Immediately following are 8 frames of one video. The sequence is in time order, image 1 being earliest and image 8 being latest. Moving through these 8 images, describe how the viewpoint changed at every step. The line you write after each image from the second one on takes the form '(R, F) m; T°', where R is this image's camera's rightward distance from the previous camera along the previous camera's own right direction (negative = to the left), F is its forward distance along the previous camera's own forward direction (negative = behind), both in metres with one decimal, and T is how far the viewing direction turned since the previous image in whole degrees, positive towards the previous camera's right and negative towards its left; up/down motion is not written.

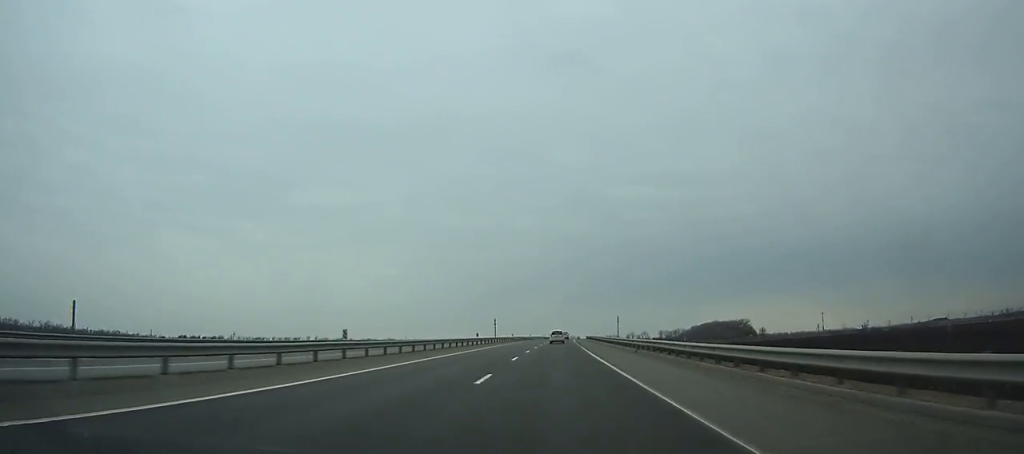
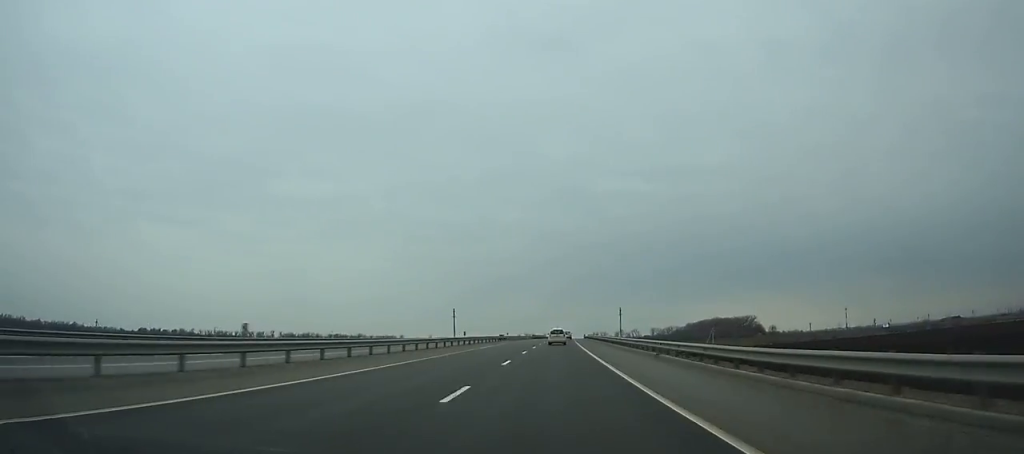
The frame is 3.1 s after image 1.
(+1.1, +86.3) m; +1°
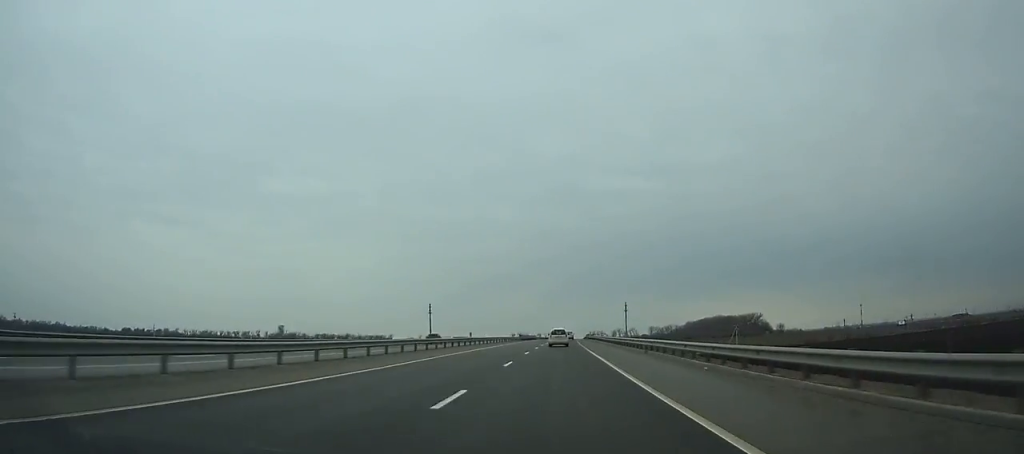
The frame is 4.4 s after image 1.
(+0.2, +36.1) m; 0°
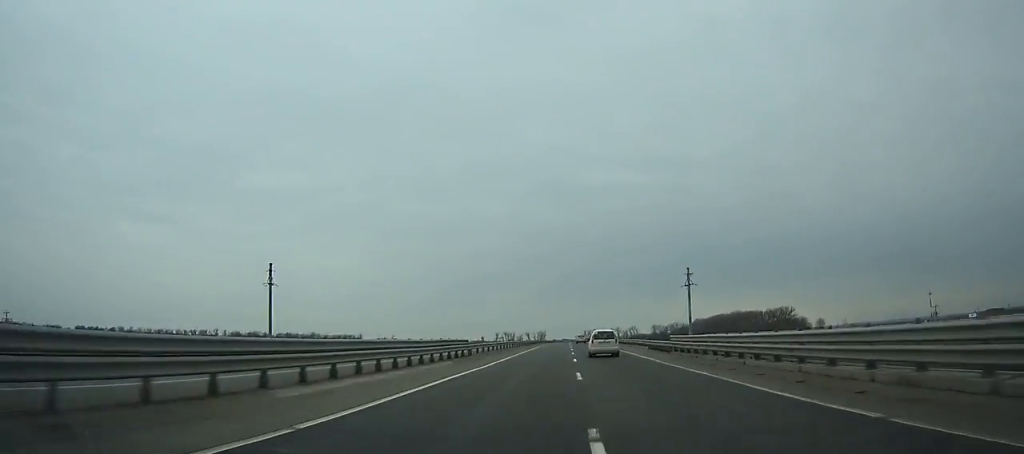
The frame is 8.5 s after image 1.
(+1.5, +114.2) m; +2°
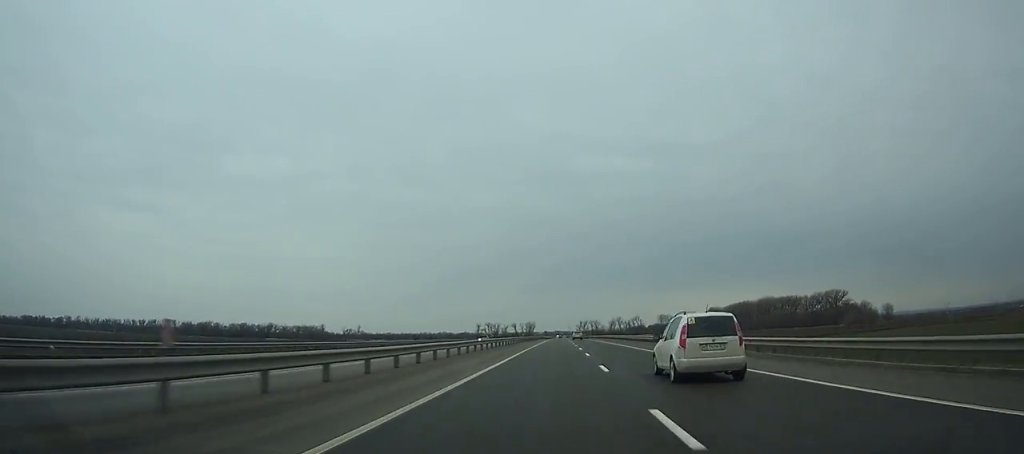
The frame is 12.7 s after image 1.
(+1.5, +118.7) m; +1°
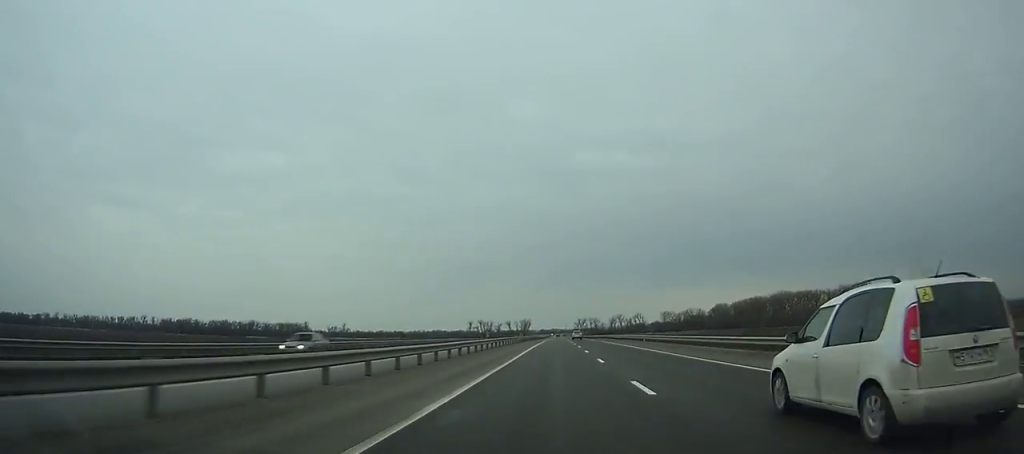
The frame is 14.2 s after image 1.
(-0.1, +42.8) m; 0°
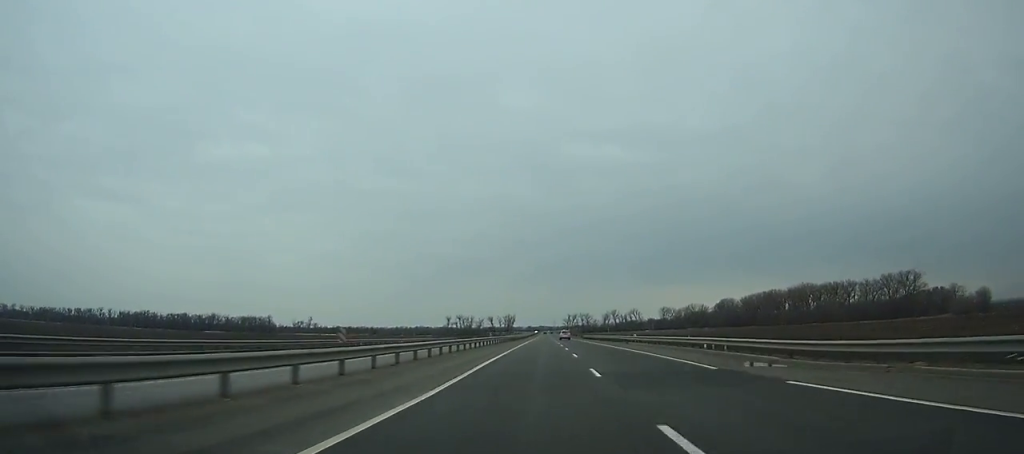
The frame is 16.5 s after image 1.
(+0.4, +66.3) m; +1°
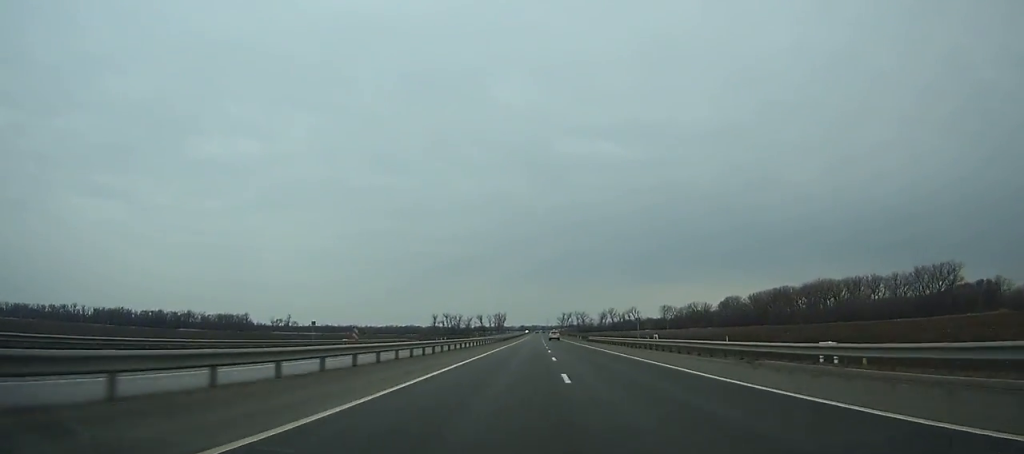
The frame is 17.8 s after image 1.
(+0.2, +37.5) m; 0°
